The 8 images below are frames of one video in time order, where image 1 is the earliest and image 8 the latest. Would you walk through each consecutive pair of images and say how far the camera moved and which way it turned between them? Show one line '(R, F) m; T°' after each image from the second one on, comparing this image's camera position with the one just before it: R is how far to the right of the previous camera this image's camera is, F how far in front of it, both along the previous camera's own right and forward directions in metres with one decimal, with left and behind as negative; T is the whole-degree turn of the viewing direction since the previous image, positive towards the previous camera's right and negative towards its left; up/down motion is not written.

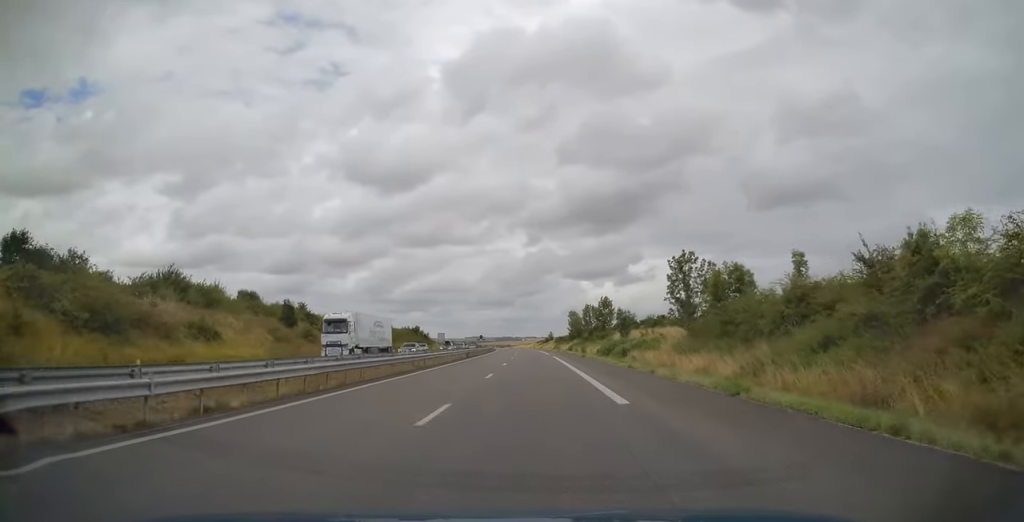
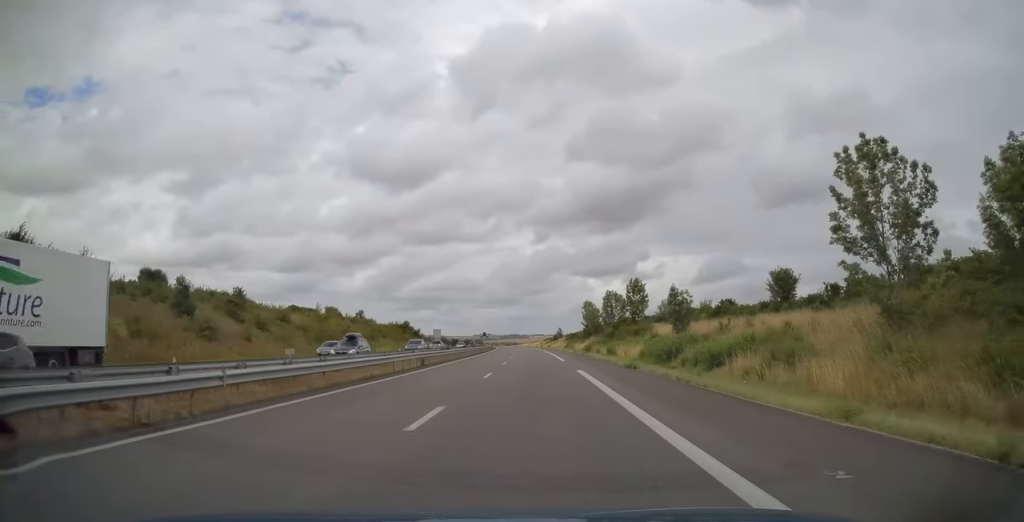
(-0.1, +26.5) m; -1°
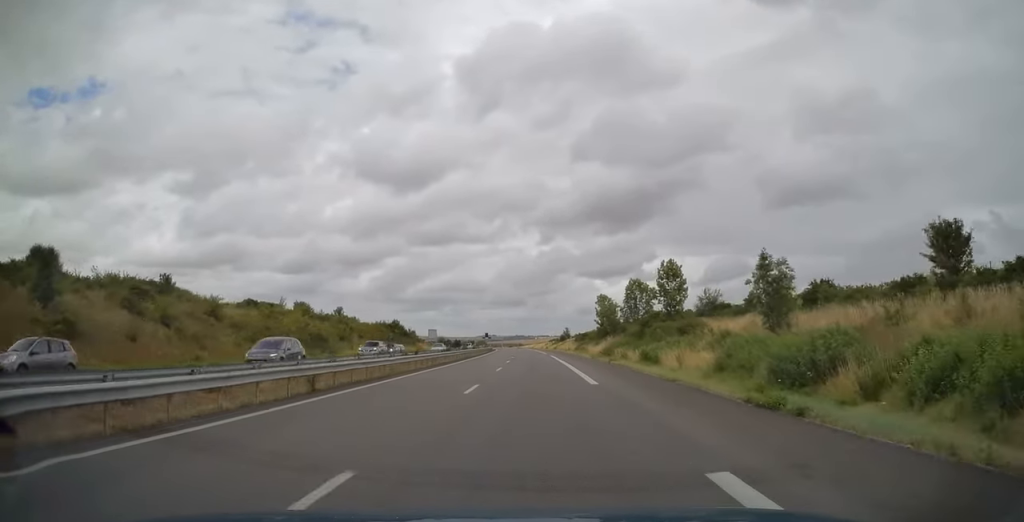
(-0.2, +19.0) m; -1°
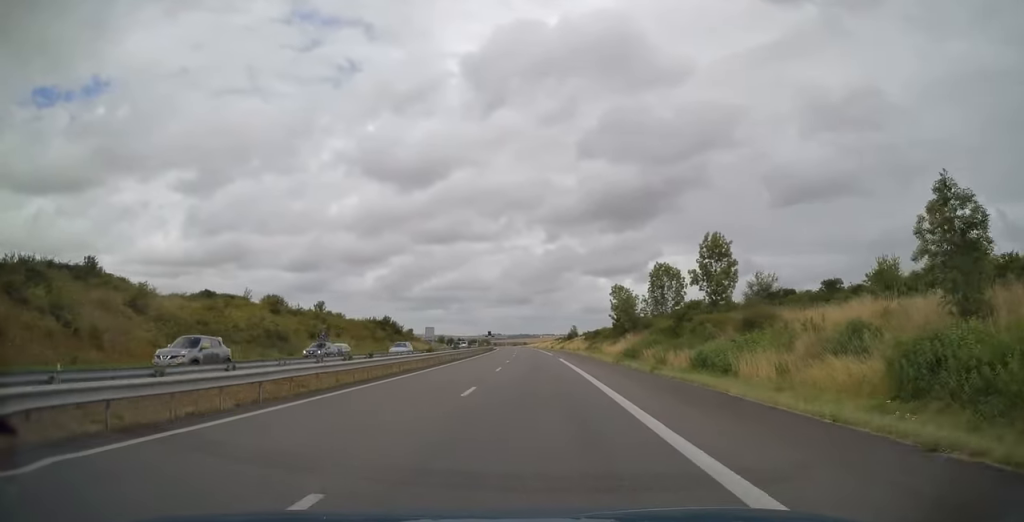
(0.0, +14.1) m; 0°
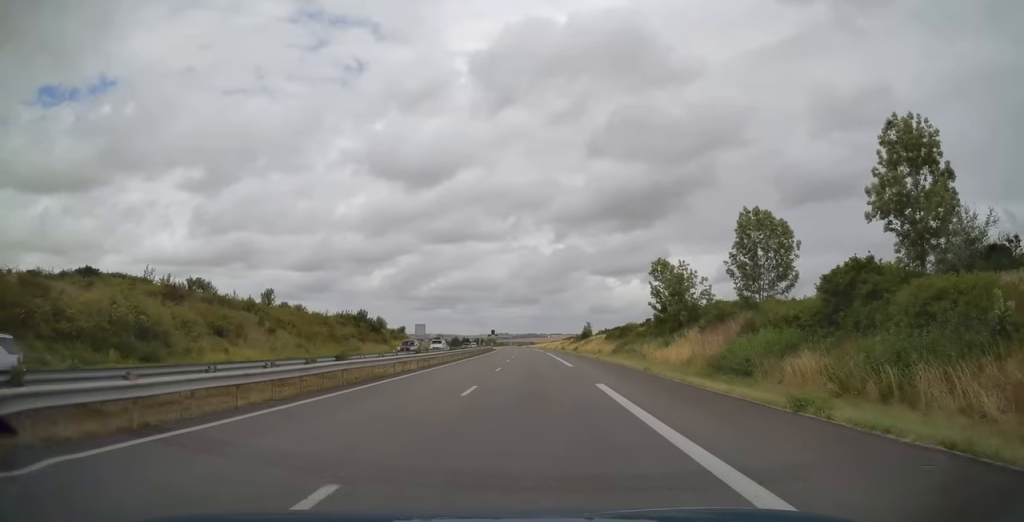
(-0.1, +25.5) m; 0°
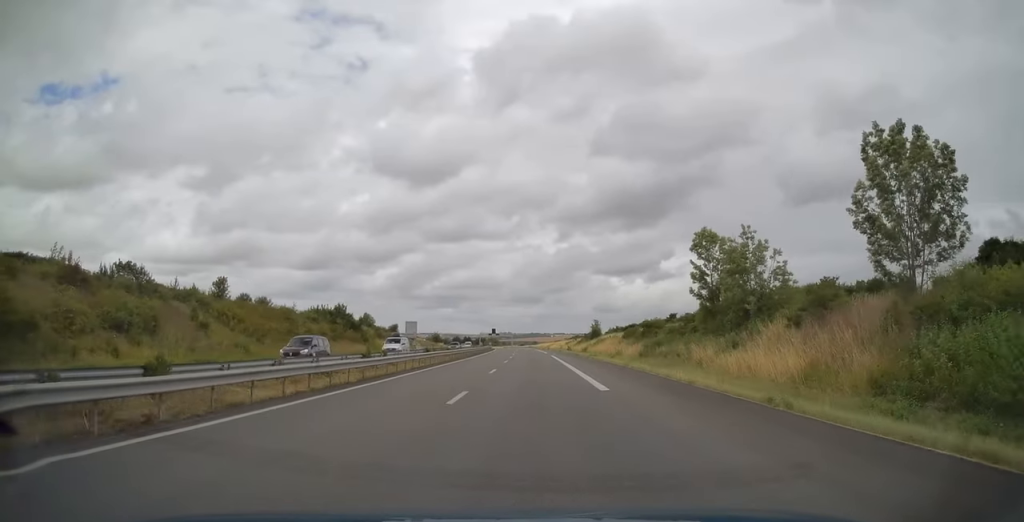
(+0.1, +15.2) m; 0°
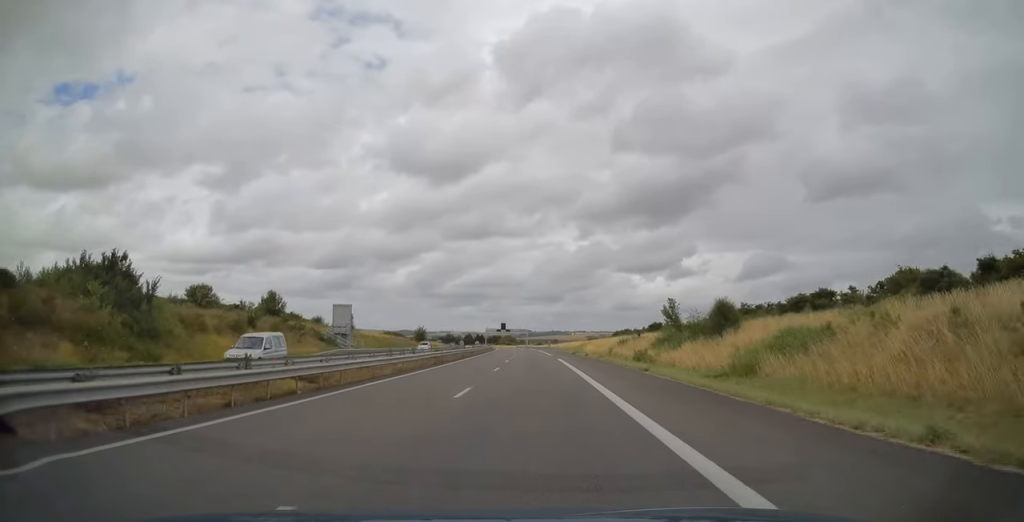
(-1.1, +63.5) m; -2°
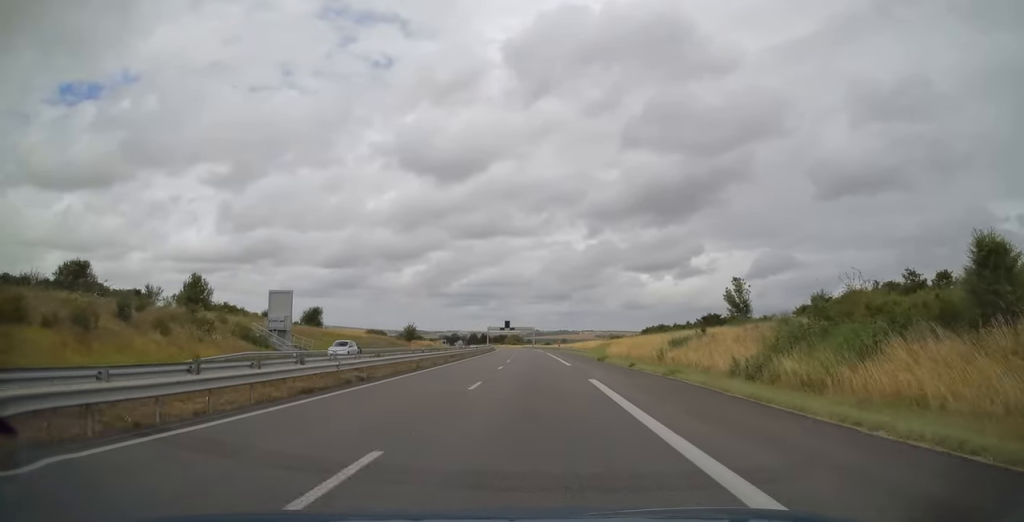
(0.0, +23.4) m; 0°
